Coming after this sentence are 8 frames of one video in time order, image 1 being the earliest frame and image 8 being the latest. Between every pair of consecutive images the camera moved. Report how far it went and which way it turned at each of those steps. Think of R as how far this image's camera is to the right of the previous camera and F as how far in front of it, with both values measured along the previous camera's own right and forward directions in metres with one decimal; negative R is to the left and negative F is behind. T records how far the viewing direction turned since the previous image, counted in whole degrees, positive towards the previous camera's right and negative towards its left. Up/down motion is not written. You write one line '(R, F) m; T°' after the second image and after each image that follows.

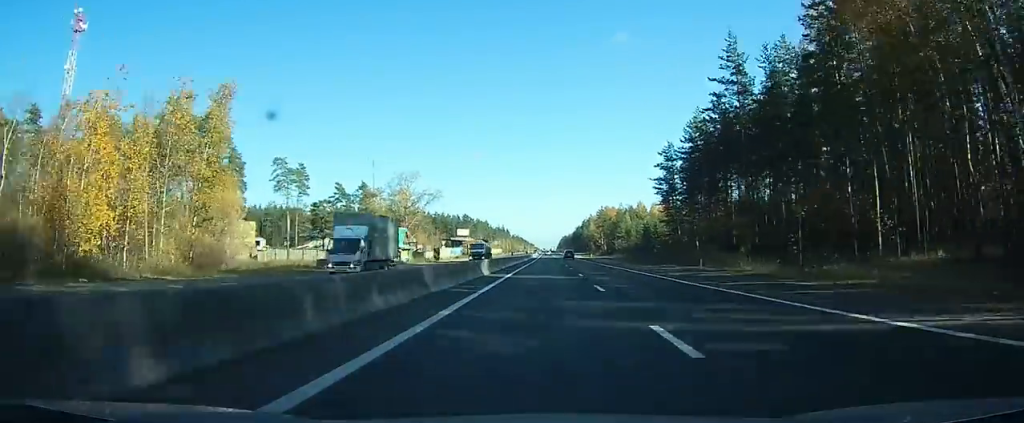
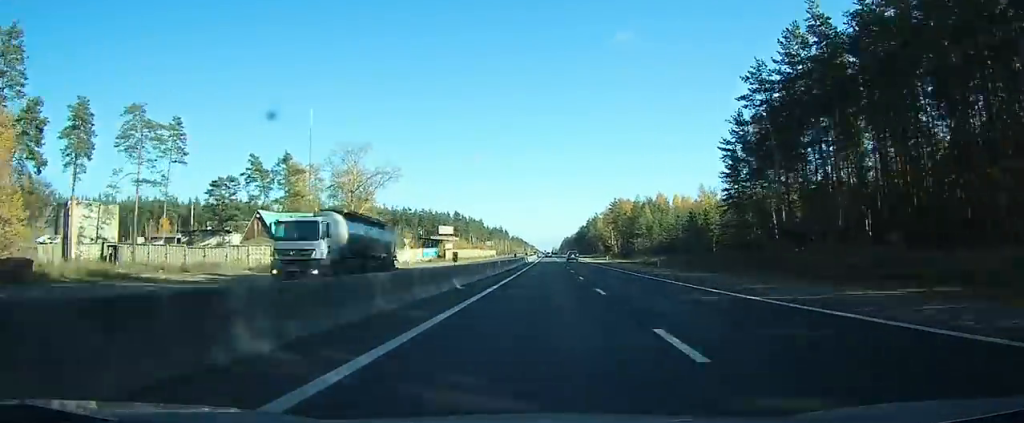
(0.0, +38.0) m; 0°
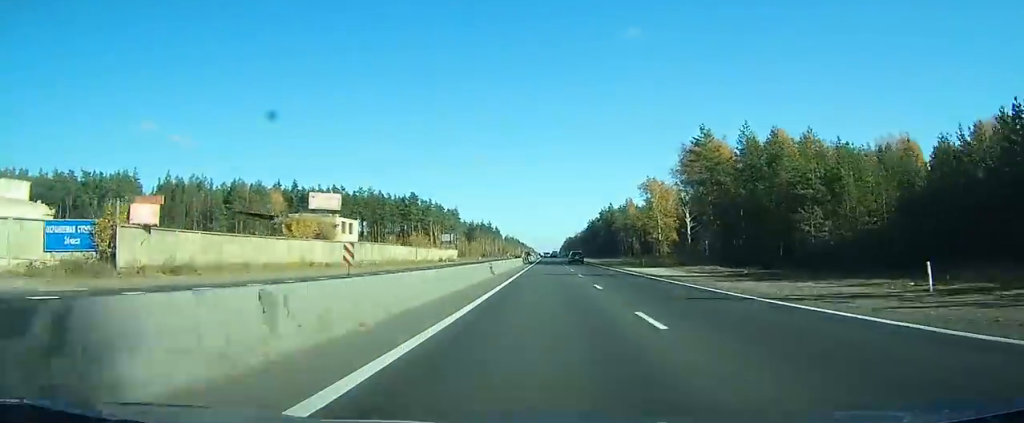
(-0.5, +93.5) m; 0°
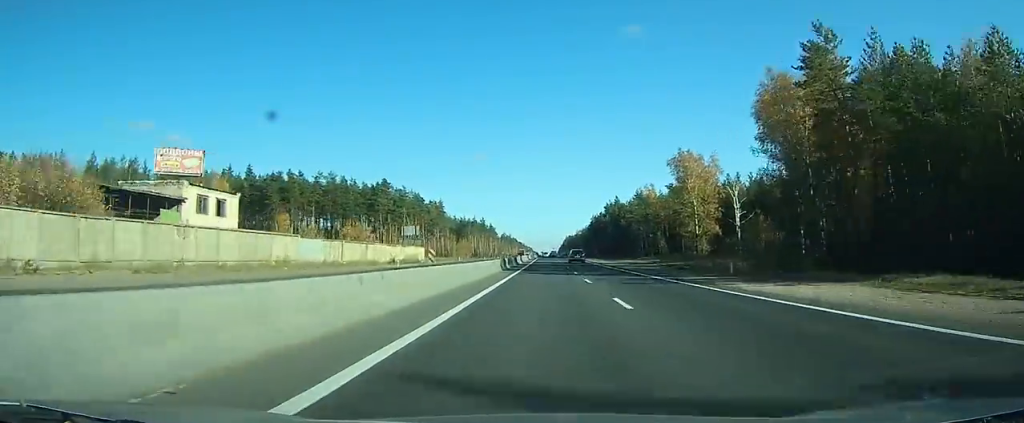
(-0.1, +31.5) m; 0°
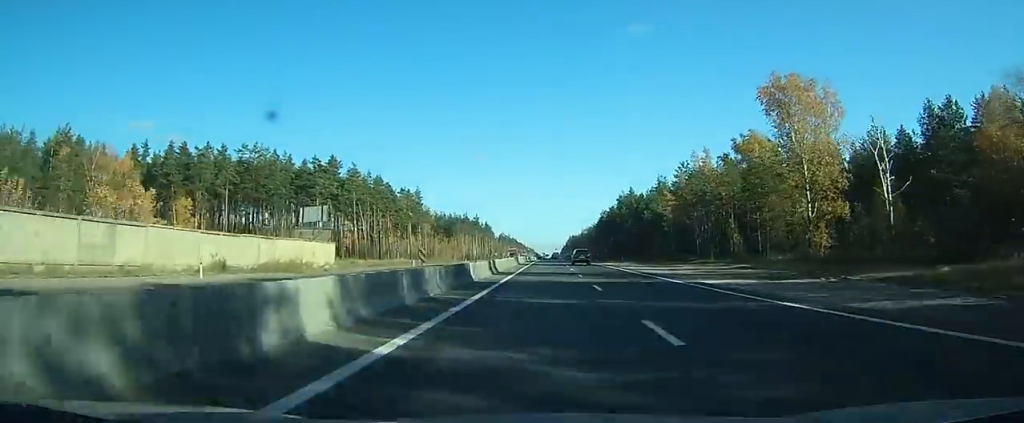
(+0.1, +39.8) m; 0°
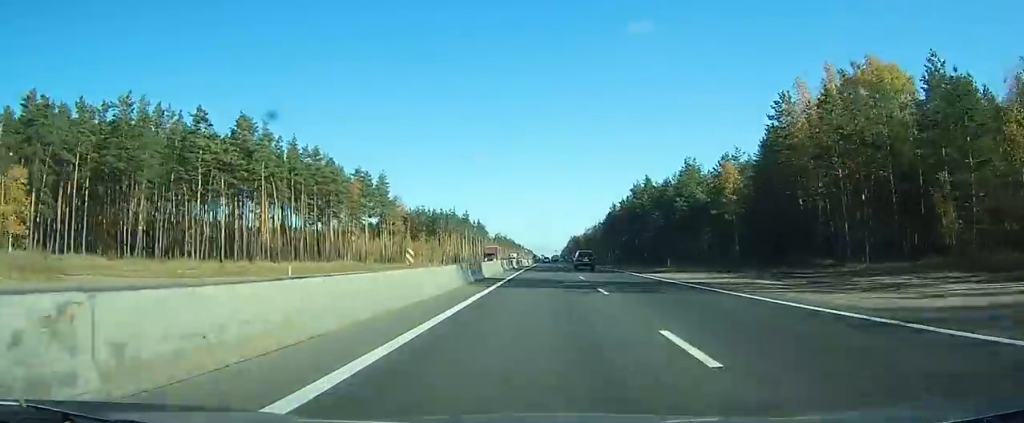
(+0.1, +37.6) m; 0°
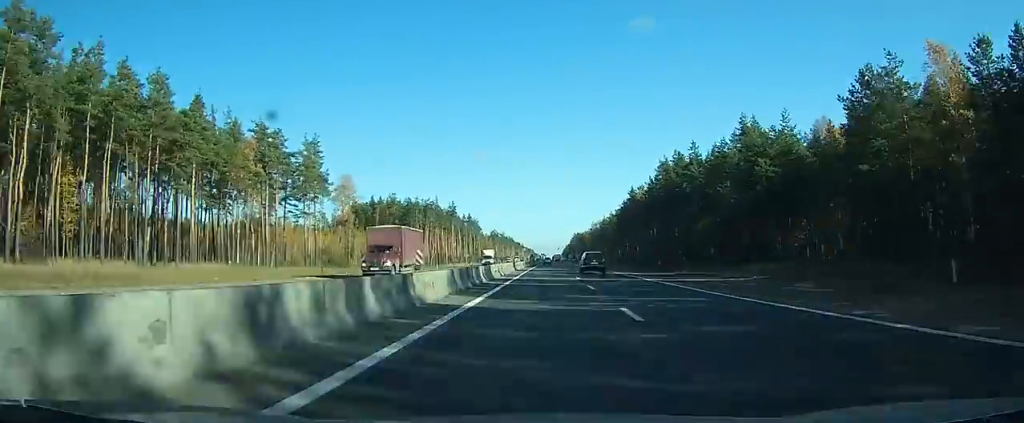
(0.0, +45.0) m; 0°
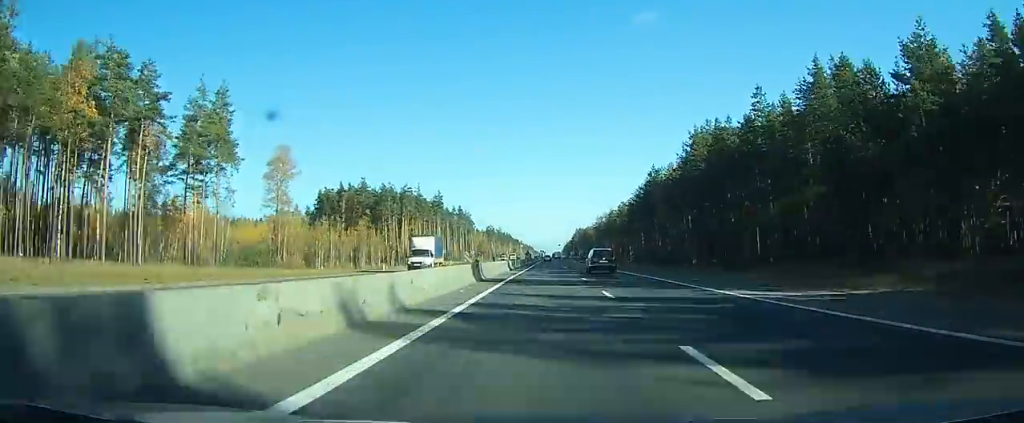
(-0.1, +31.7) m; 0°
